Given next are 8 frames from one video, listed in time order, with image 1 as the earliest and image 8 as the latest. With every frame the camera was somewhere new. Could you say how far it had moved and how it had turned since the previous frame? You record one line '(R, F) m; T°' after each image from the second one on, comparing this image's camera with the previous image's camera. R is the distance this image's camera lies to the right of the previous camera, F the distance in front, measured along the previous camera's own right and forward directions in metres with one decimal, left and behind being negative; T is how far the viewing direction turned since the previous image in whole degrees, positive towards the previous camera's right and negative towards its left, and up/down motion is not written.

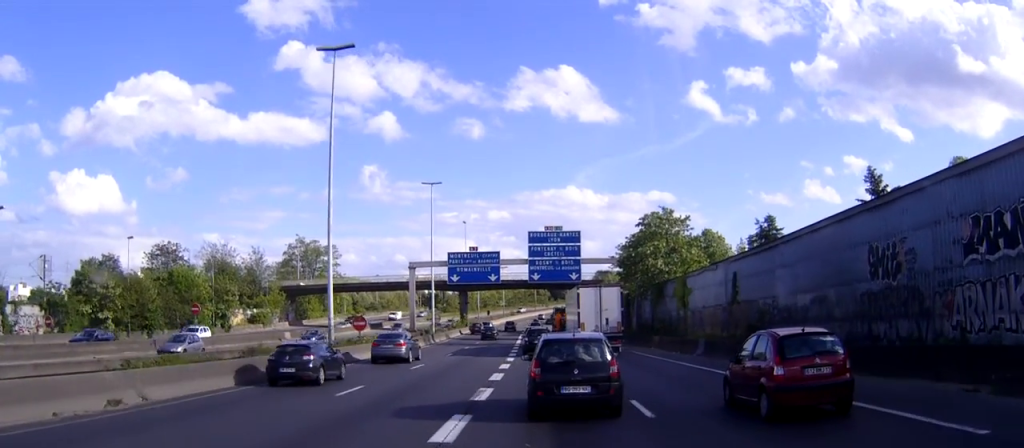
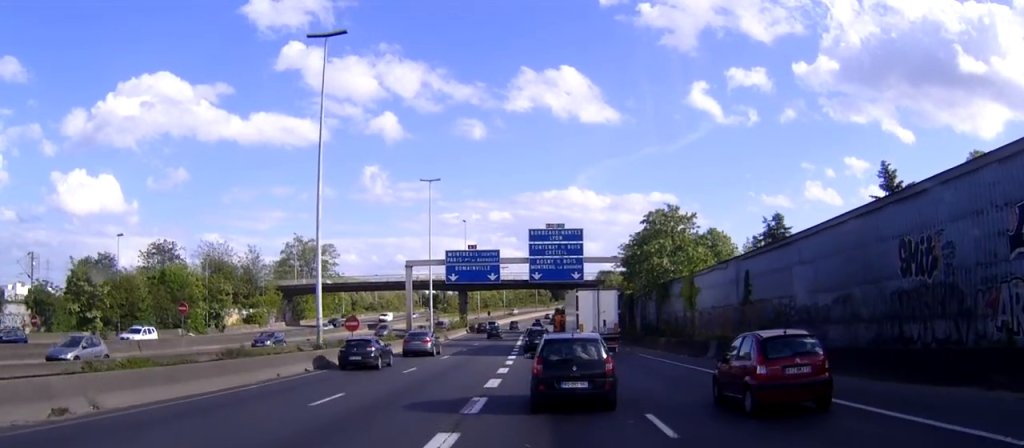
(-0.2, +2.2) m; 0°
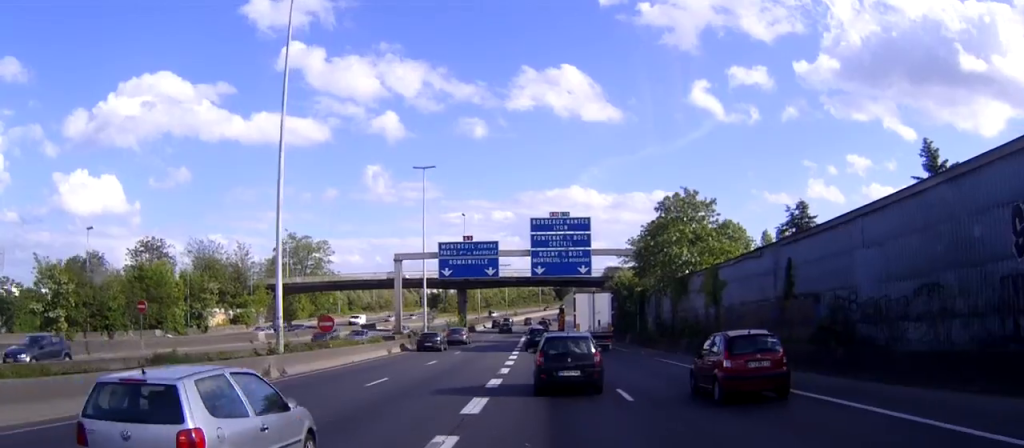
(+0.2, +6.0) m; +5°
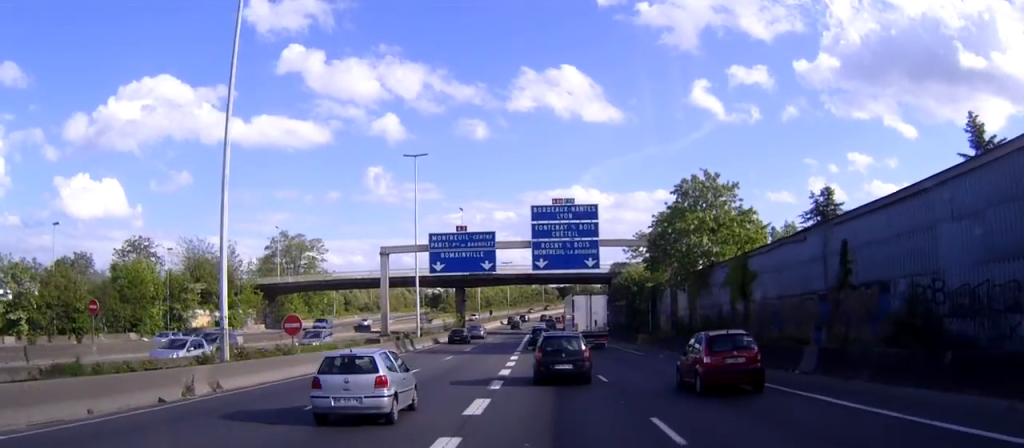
(+0.2, +5.9) m; +2°
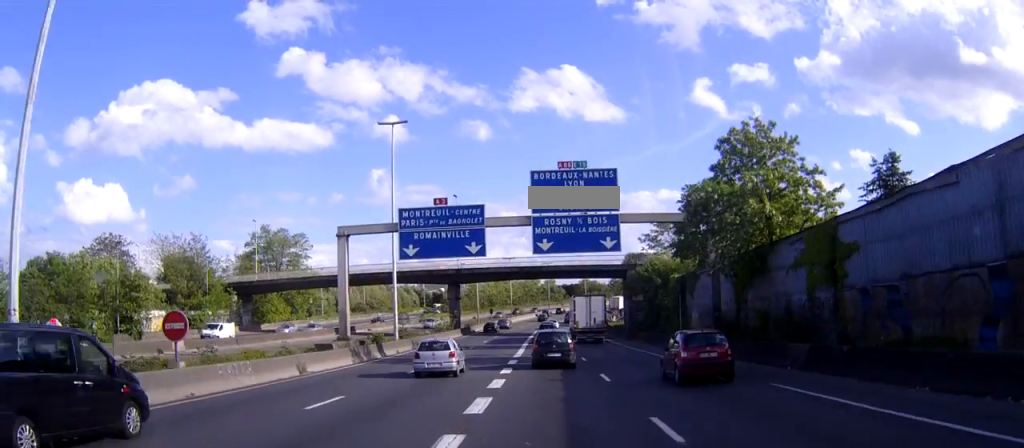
(0.0, +12.1) m; 0°
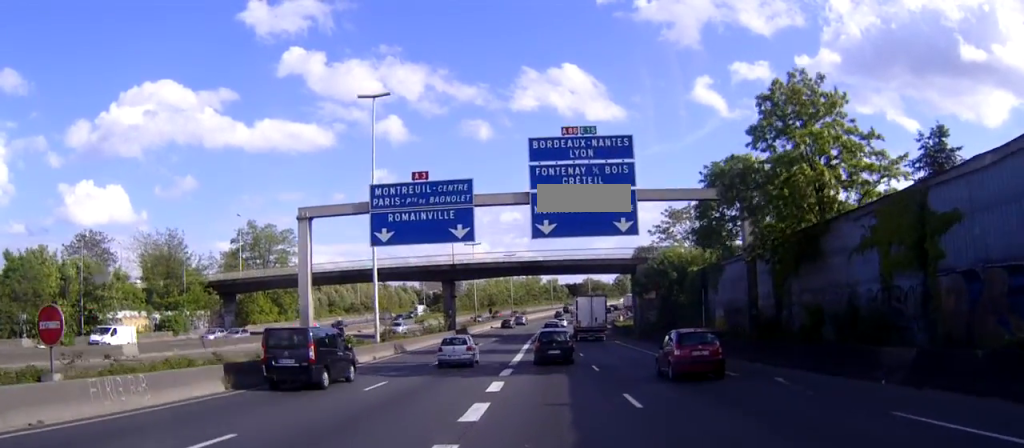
(-0.1, +7.0) m; 0°
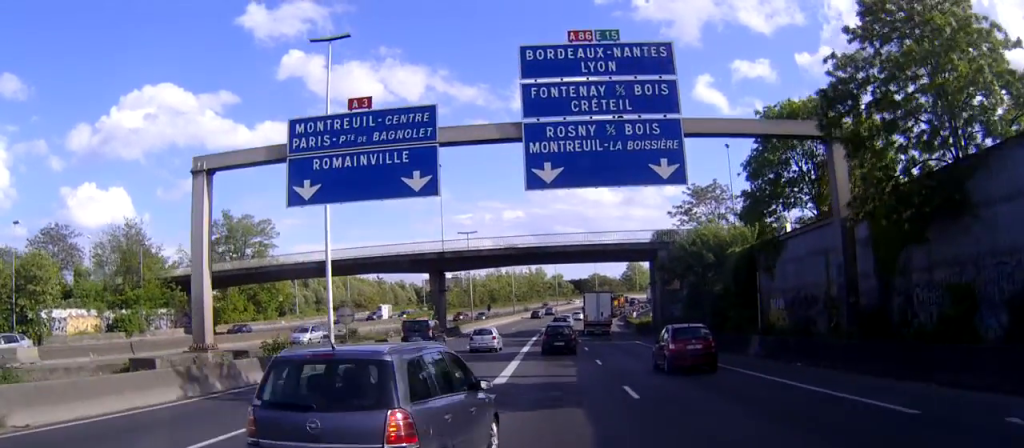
(+0.2, +11.5) m; +1°
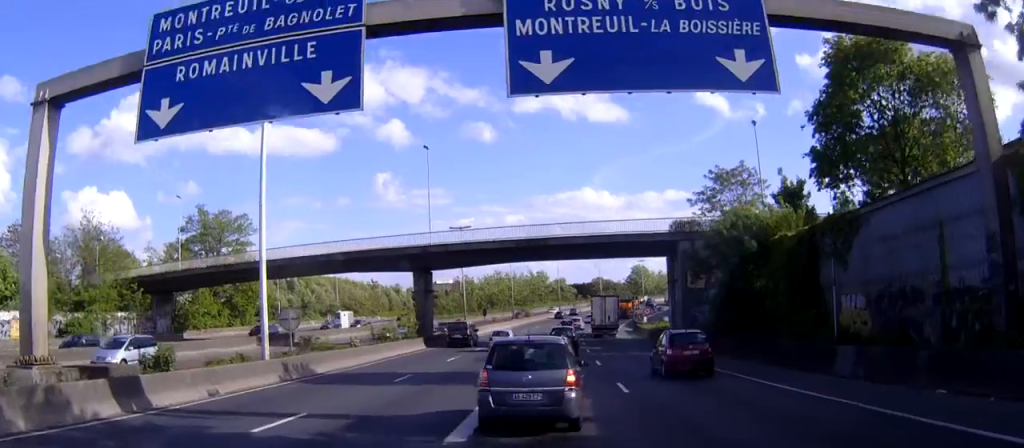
(0.0, +9.3) m; -1°
